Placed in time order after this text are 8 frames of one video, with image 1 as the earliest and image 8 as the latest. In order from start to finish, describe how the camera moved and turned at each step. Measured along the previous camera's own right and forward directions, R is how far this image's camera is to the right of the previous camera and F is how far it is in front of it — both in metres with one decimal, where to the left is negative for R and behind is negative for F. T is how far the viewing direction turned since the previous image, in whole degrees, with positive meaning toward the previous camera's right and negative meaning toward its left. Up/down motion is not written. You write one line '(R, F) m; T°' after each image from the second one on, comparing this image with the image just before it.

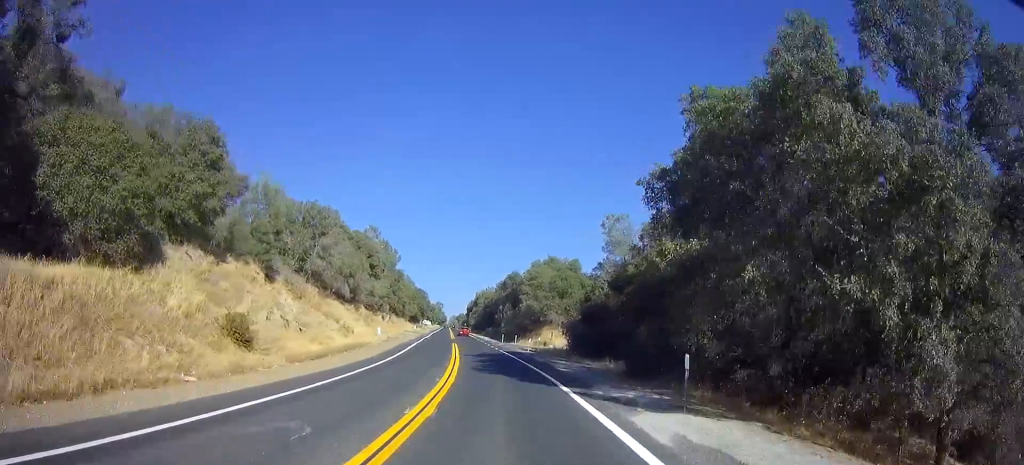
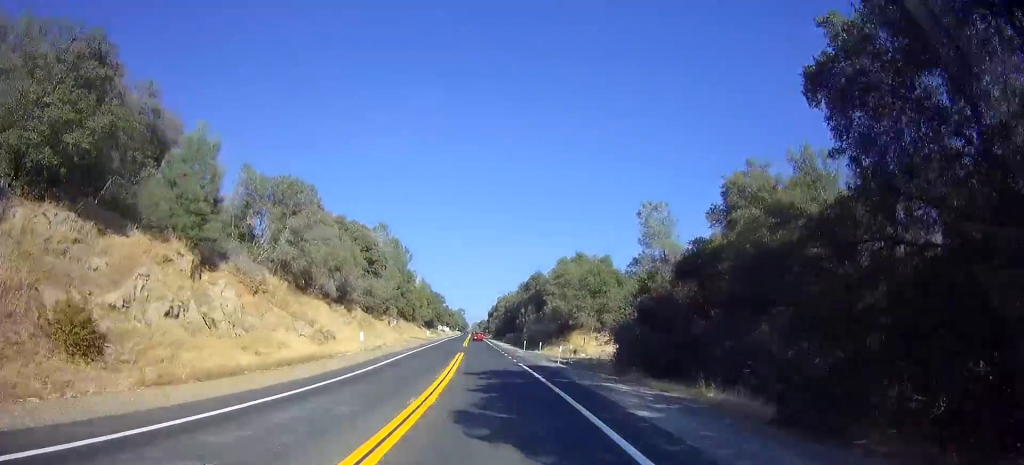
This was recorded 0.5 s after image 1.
(-0.3, +12.5) m; -2°
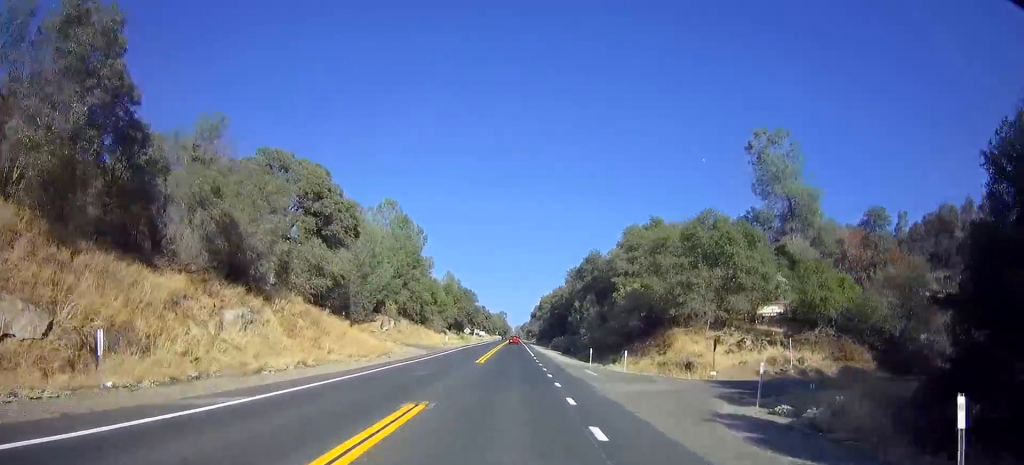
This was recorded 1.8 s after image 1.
(-0.7, +29.9) m; -2°
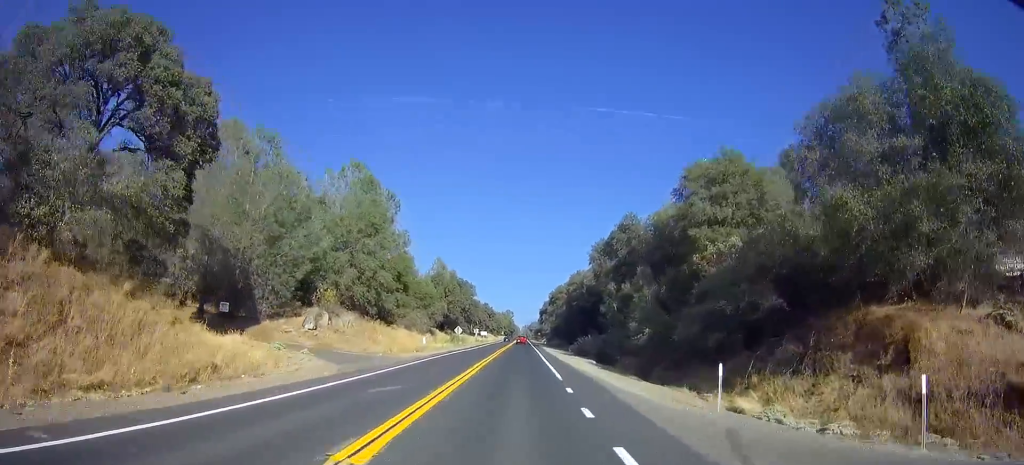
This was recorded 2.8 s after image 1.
(-0.3, +24.6) m; -1°
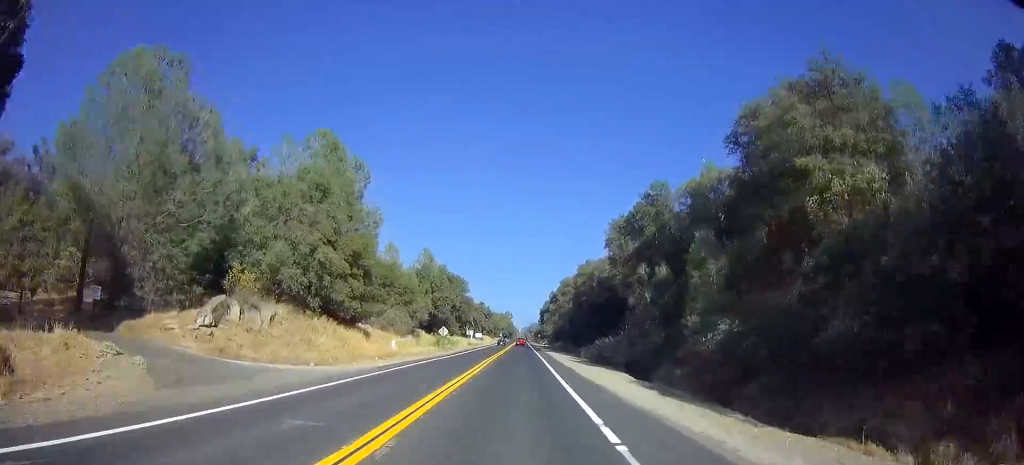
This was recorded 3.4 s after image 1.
(+0.1, +13.5) m; -1°
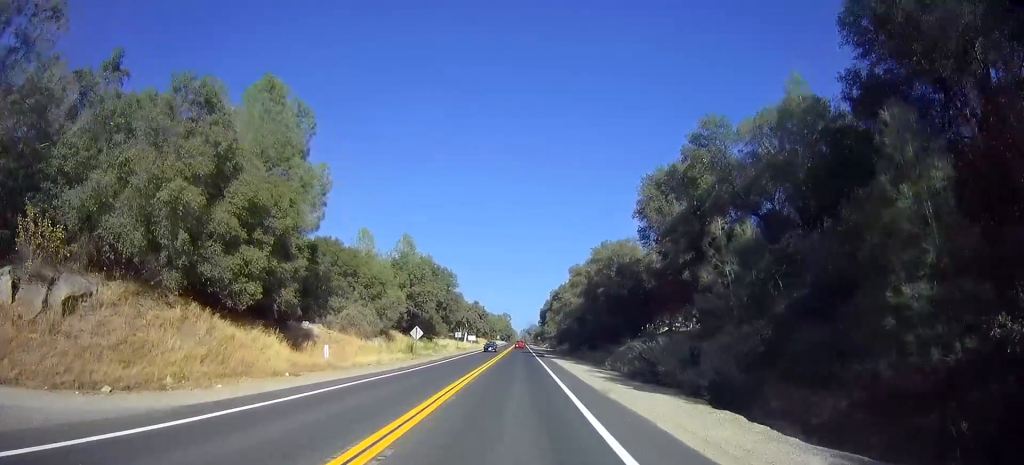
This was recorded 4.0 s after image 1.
(-0.4, +15.3) m; -1°
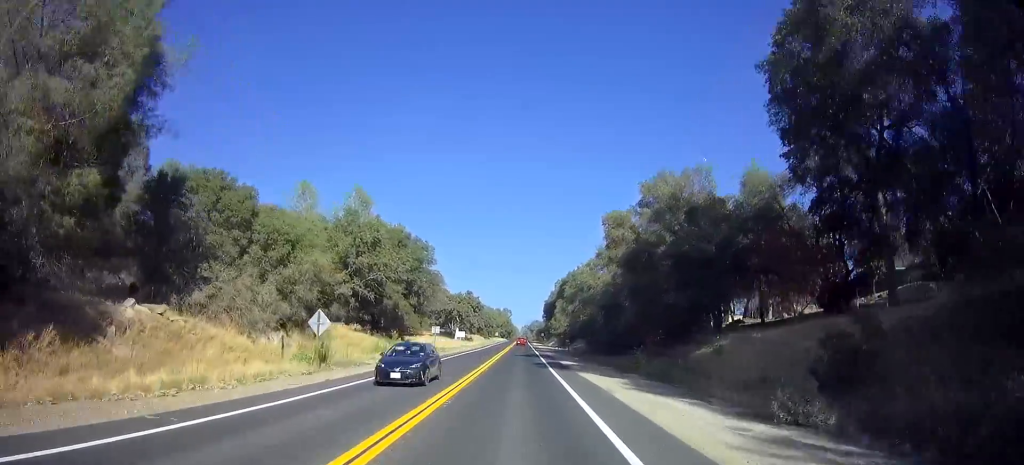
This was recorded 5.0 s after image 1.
(-0.2, +23.5) m; 0°
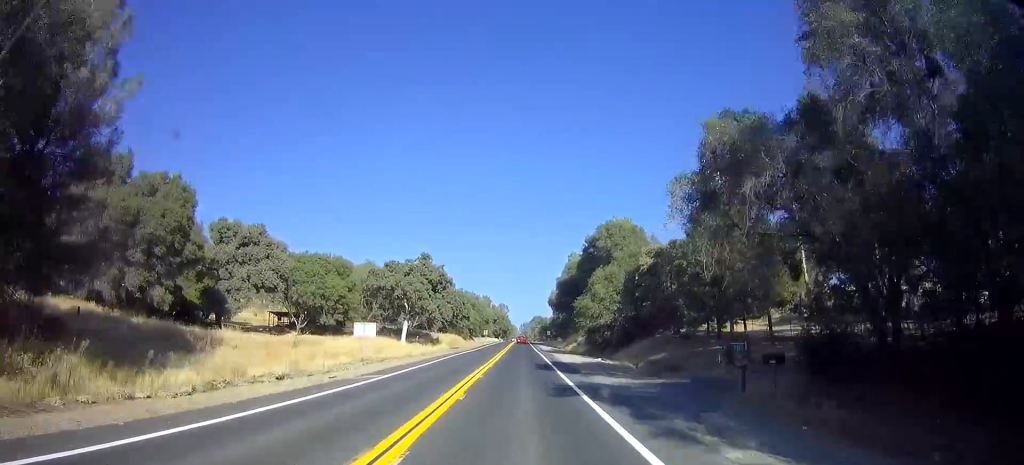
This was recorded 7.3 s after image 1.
(+0.8, +55.4) m; +1°
